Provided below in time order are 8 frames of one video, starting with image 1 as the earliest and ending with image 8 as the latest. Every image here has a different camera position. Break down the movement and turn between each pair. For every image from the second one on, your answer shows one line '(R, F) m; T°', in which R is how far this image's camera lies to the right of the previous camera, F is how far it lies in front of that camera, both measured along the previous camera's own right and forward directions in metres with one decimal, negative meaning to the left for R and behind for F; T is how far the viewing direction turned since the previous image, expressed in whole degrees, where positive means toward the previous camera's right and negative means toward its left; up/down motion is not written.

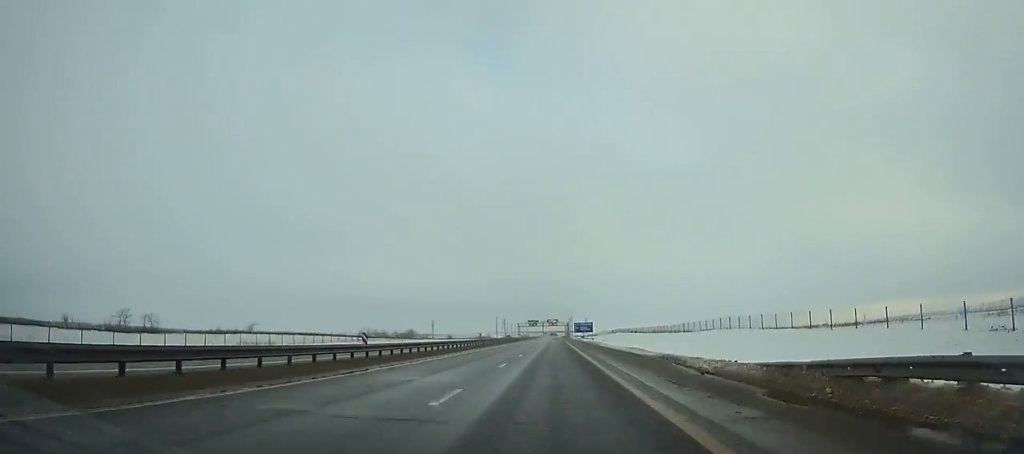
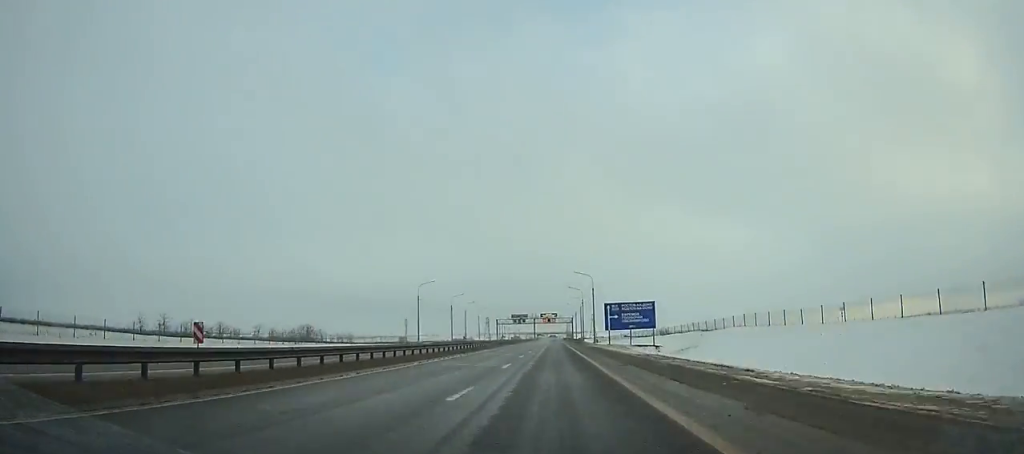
(-0.1, +130.2) m; 0°
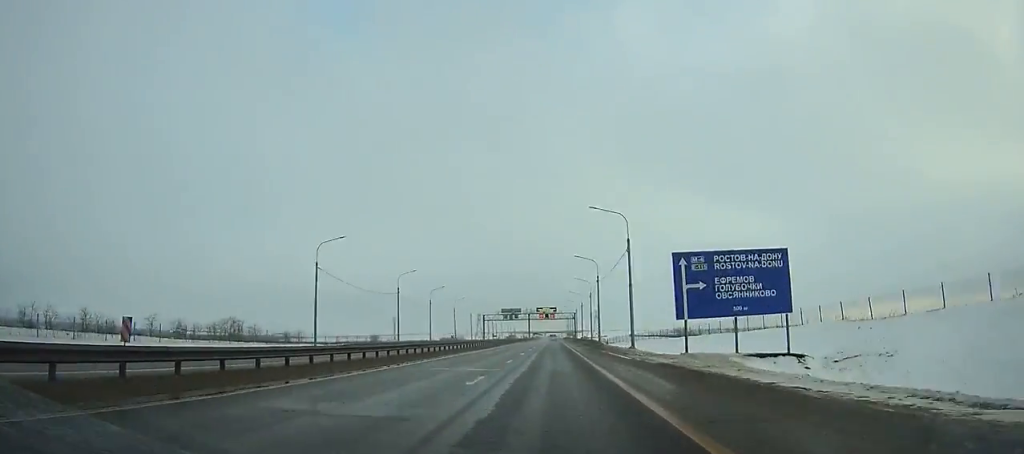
(0.0, +45.4) m; 0°
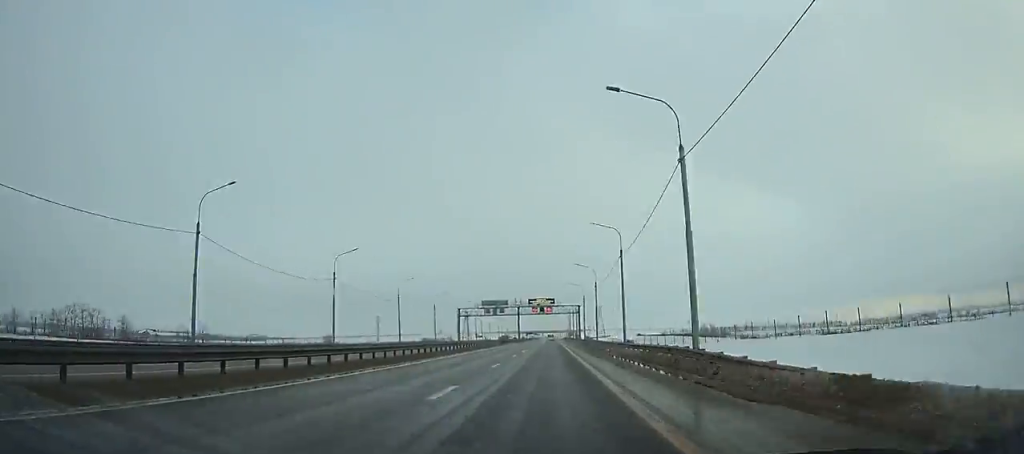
(0.0, +51.1) m; 0°
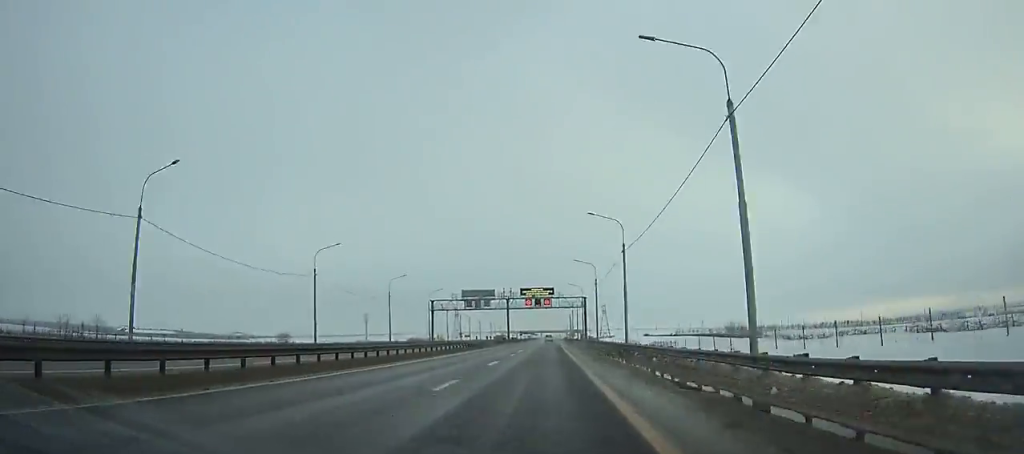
(0.0, +34.3) m; 0°
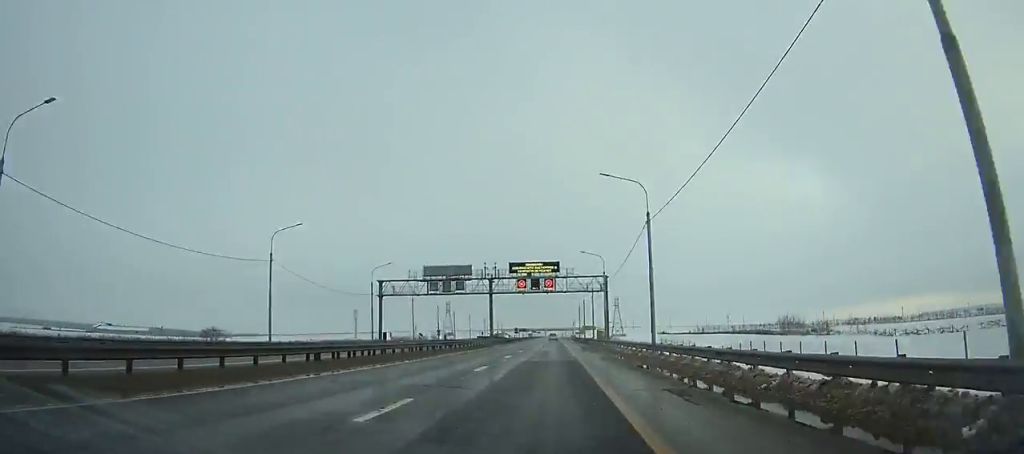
(0.0, +40.0) m; 0°
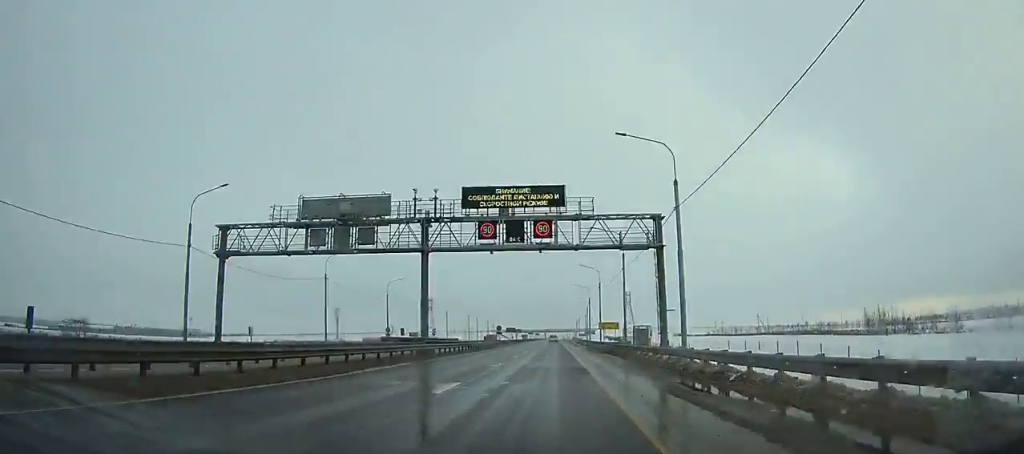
(0.0, +42.9) m; 0°
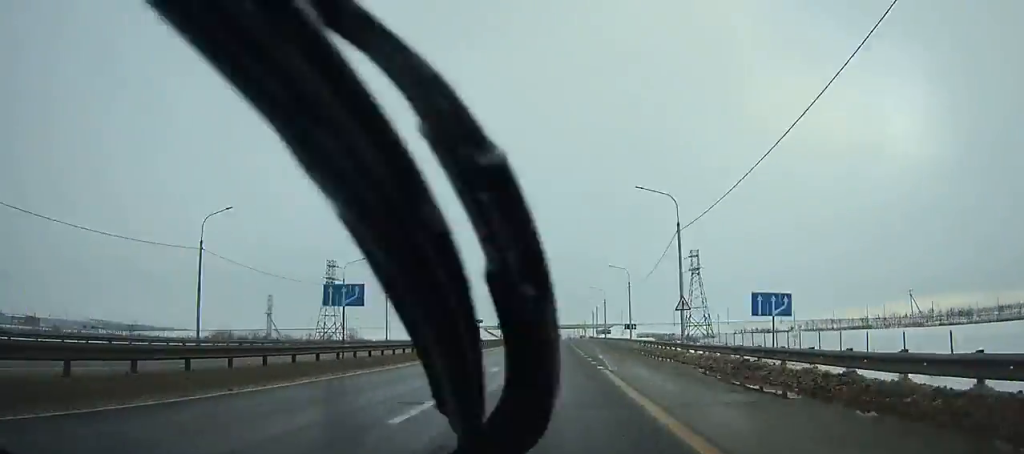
(-0.4, +111.9) m; 0°
